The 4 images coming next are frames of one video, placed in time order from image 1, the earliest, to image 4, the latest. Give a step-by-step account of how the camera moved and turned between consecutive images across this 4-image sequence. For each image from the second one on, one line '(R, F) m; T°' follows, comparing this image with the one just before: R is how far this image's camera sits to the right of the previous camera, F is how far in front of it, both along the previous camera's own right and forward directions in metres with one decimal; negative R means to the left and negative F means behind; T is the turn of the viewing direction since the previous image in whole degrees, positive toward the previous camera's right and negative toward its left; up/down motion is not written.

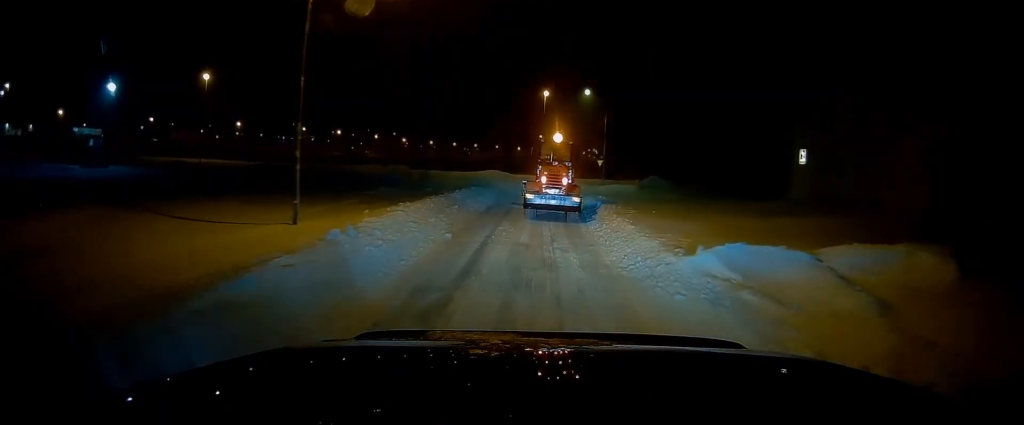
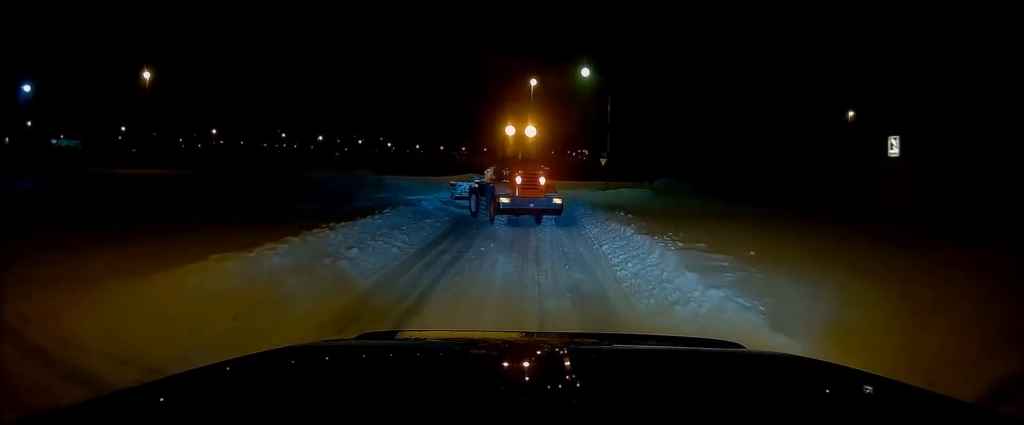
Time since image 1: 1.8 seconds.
(+0.2, +9.9) m; 0°
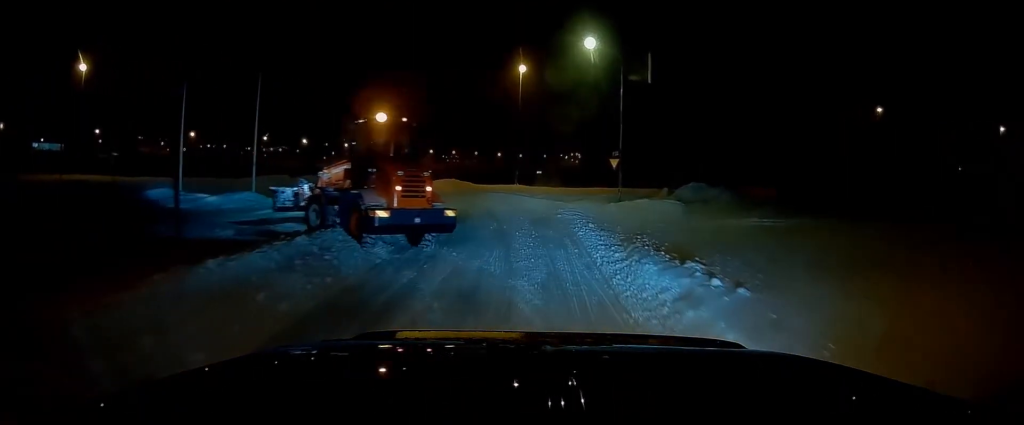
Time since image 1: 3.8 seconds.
(-0.1, +9.4) m; 0°
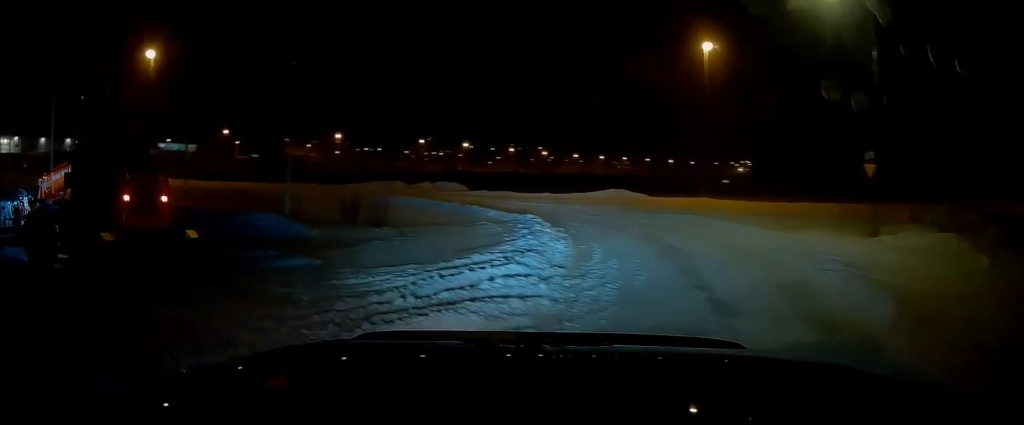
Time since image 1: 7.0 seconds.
(-1.7, +10.6) m; -36°
